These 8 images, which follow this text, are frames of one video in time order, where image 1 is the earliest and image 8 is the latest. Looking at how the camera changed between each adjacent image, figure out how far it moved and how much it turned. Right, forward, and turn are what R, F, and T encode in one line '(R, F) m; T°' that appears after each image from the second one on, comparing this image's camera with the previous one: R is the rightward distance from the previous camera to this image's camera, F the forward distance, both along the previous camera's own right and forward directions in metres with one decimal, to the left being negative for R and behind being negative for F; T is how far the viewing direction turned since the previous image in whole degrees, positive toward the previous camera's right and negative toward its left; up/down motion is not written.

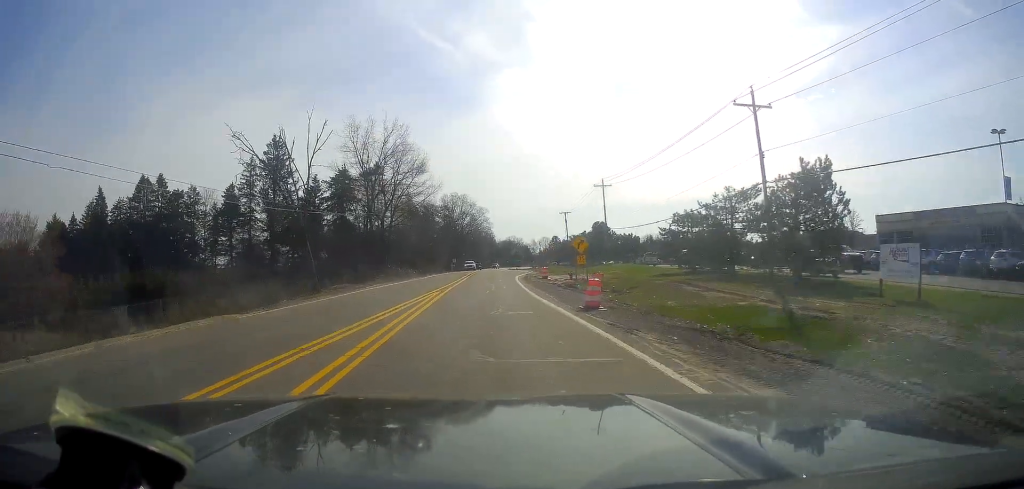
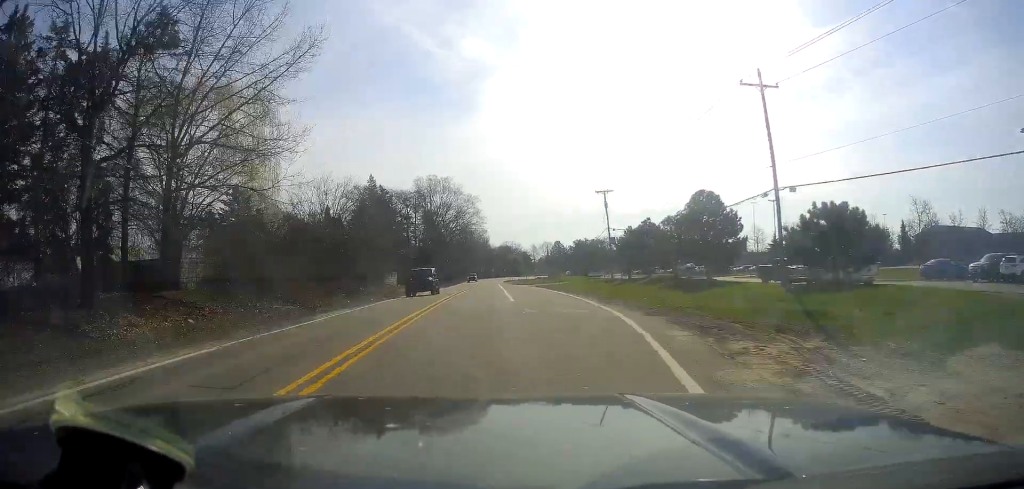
(0.0, +49.2) m; 0°
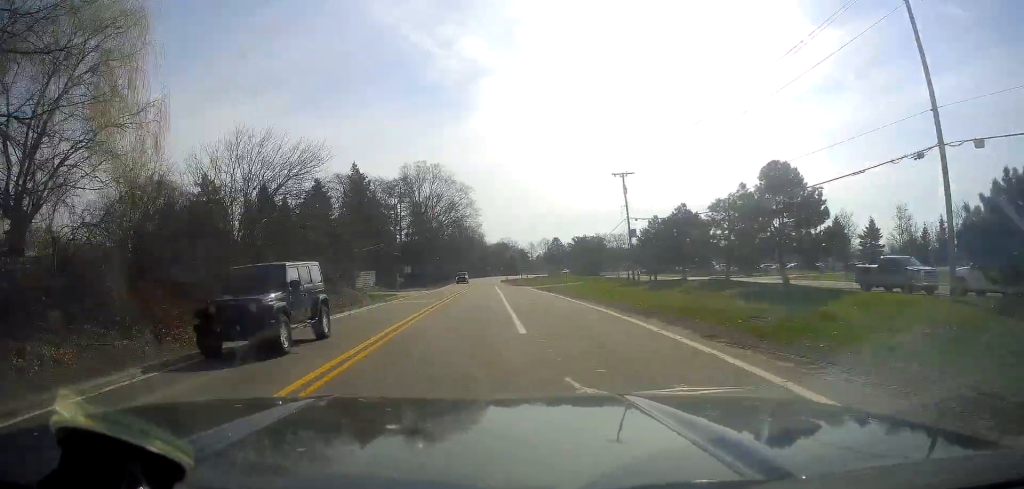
(0.0, +13.2) m; 0°
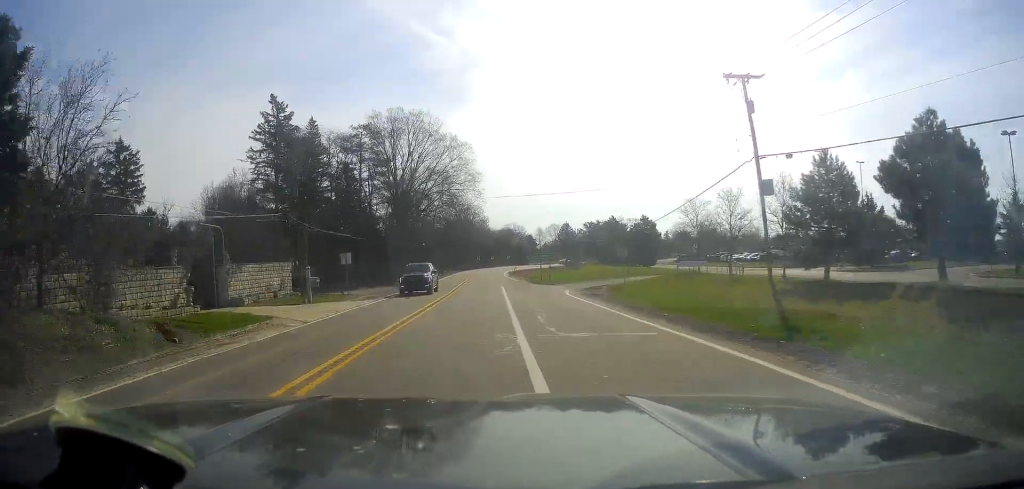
(0.0, +31.2) m; +1°
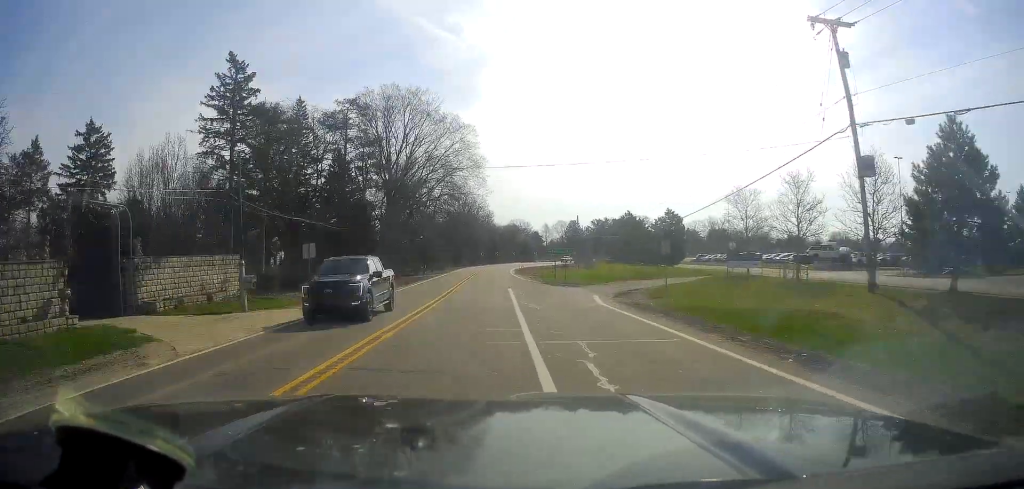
(0.0, +9.3) m; 0°
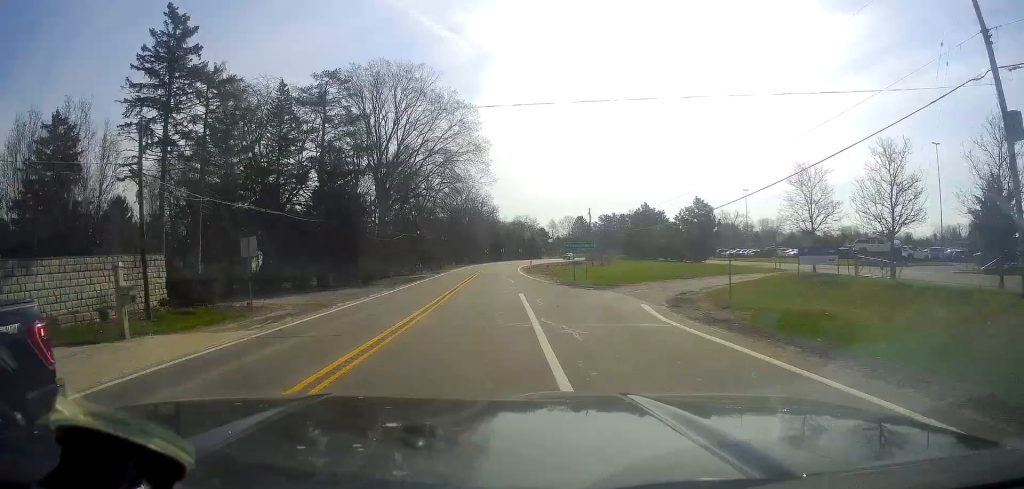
(+0.3, +8.6) m; -1°
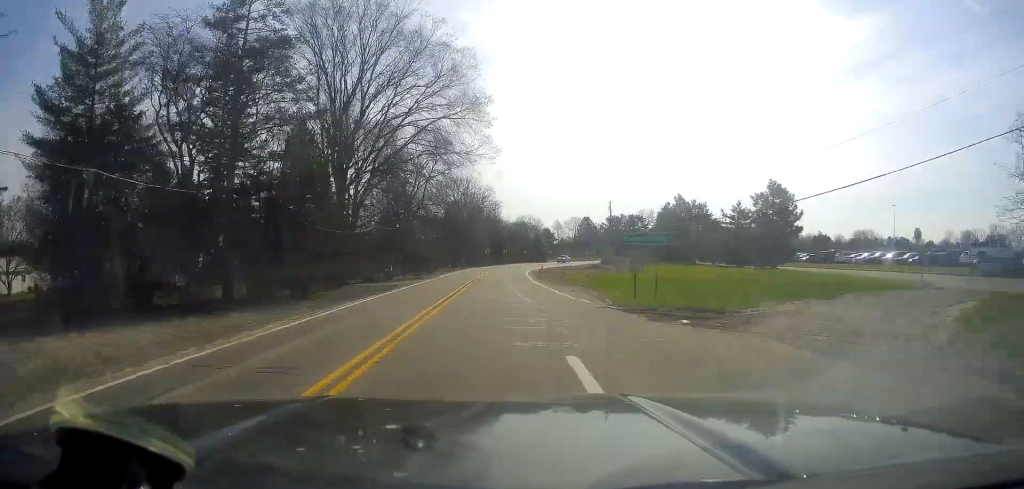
(-0.4, +17.2) m; -2°
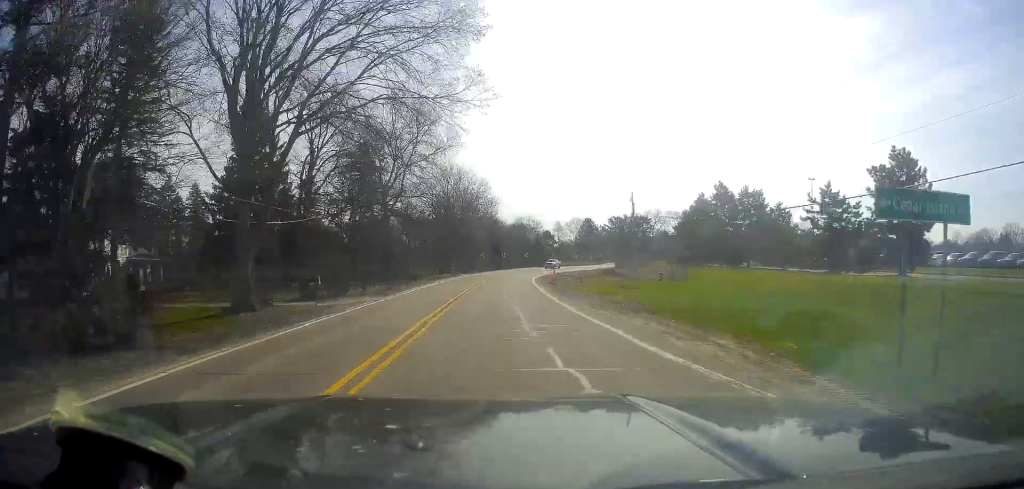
(-0.2, +16.6) m; 0°
